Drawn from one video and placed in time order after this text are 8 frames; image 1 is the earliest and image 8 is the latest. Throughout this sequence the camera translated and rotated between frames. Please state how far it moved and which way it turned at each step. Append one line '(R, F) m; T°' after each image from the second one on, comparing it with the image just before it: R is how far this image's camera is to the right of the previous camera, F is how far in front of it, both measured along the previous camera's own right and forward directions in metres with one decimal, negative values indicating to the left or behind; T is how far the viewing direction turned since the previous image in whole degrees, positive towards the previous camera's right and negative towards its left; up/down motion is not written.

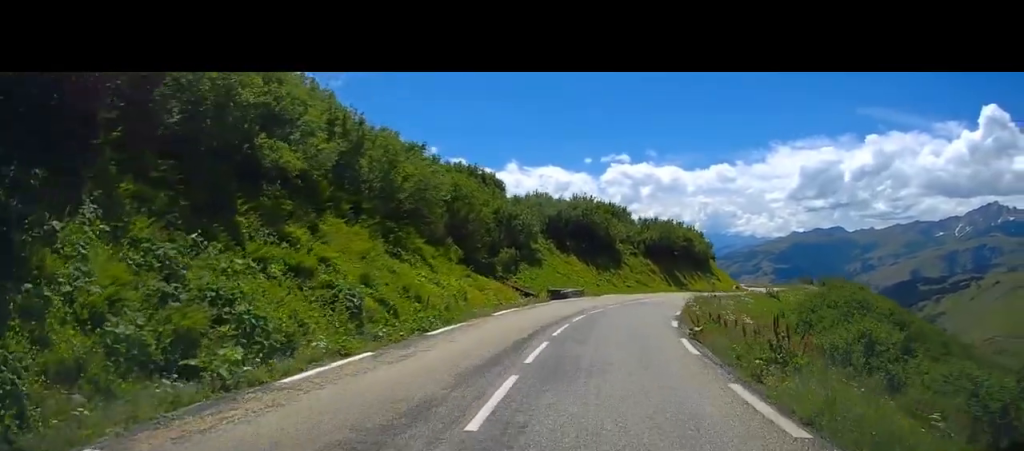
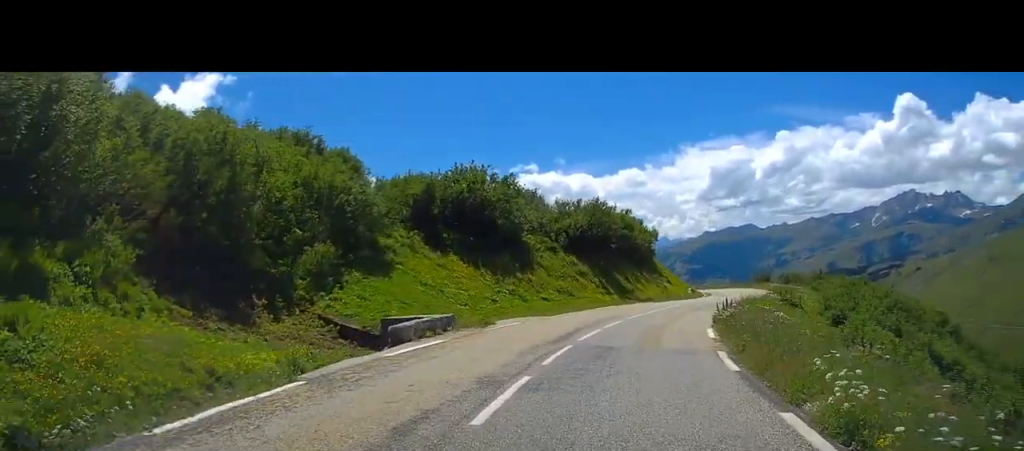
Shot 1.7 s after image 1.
(+0.9, +22.7) m; +11°
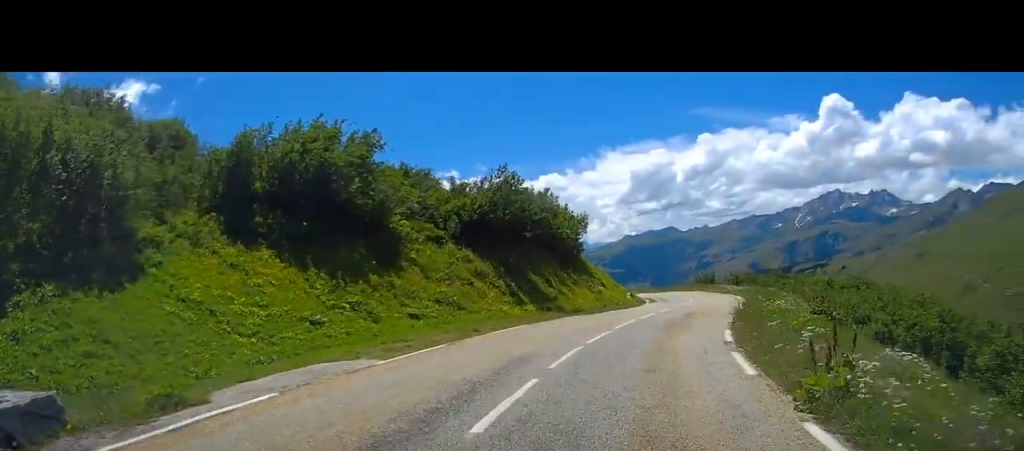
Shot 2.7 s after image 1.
(+1.6, +13.4) m; +12°
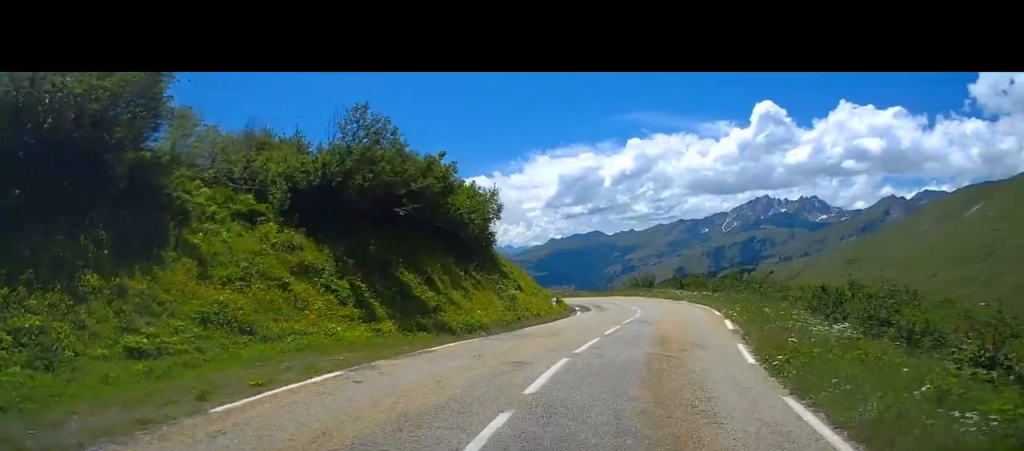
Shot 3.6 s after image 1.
(+0.8, +11.0) m; +5°
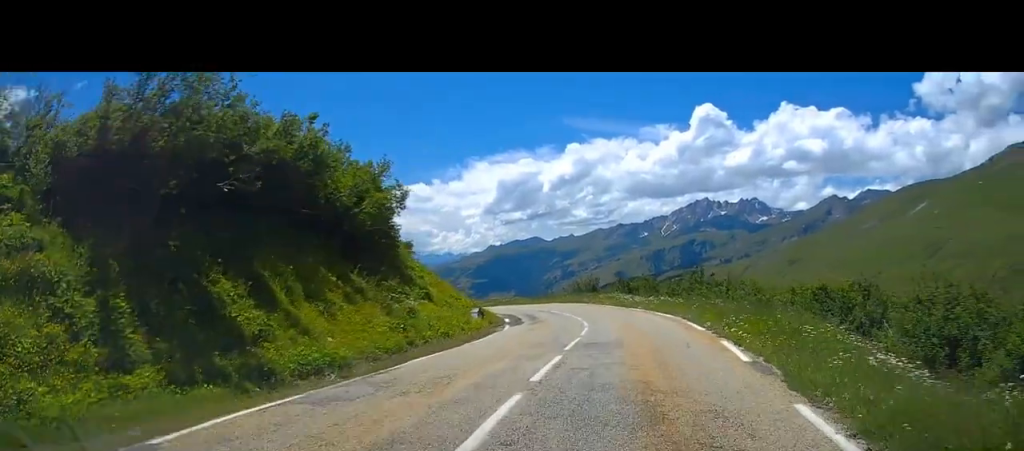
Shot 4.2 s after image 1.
(-0.1, +7.4) m; +2°
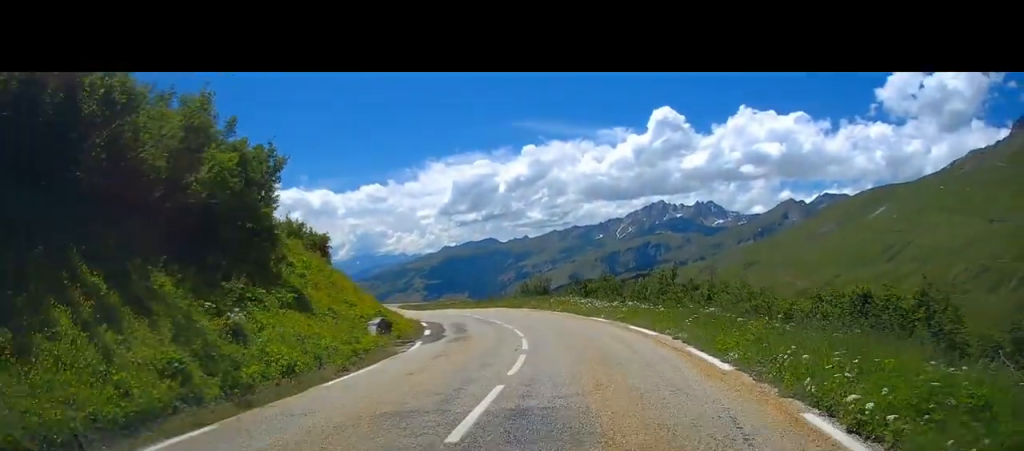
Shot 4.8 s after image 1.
(+0.4, +7.6) m; +2°
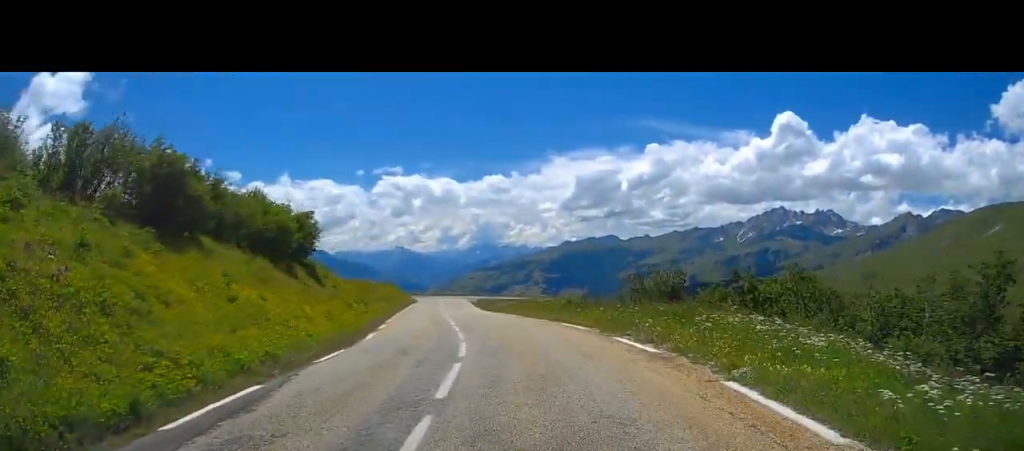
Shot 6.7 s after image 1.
(-1.2, +23.5) m; -12°
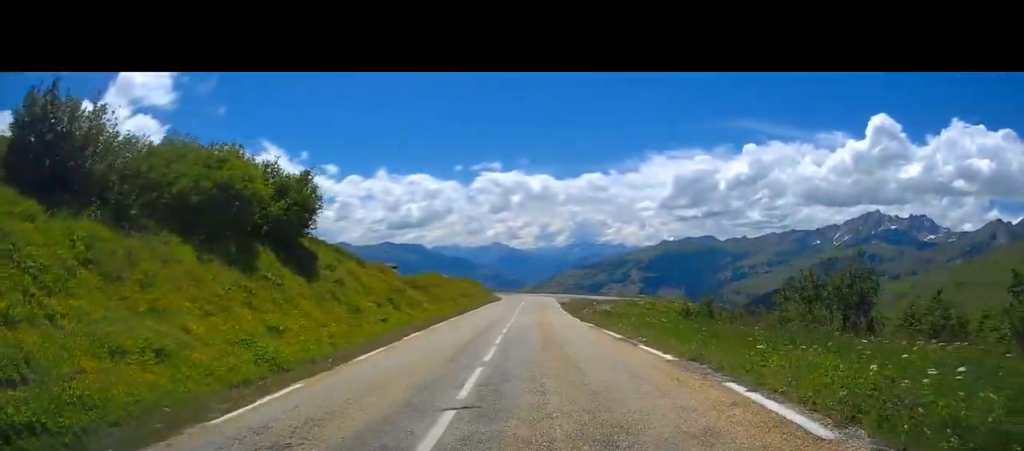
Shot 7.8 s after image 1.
(-1.0, +12.1) m; -7°
